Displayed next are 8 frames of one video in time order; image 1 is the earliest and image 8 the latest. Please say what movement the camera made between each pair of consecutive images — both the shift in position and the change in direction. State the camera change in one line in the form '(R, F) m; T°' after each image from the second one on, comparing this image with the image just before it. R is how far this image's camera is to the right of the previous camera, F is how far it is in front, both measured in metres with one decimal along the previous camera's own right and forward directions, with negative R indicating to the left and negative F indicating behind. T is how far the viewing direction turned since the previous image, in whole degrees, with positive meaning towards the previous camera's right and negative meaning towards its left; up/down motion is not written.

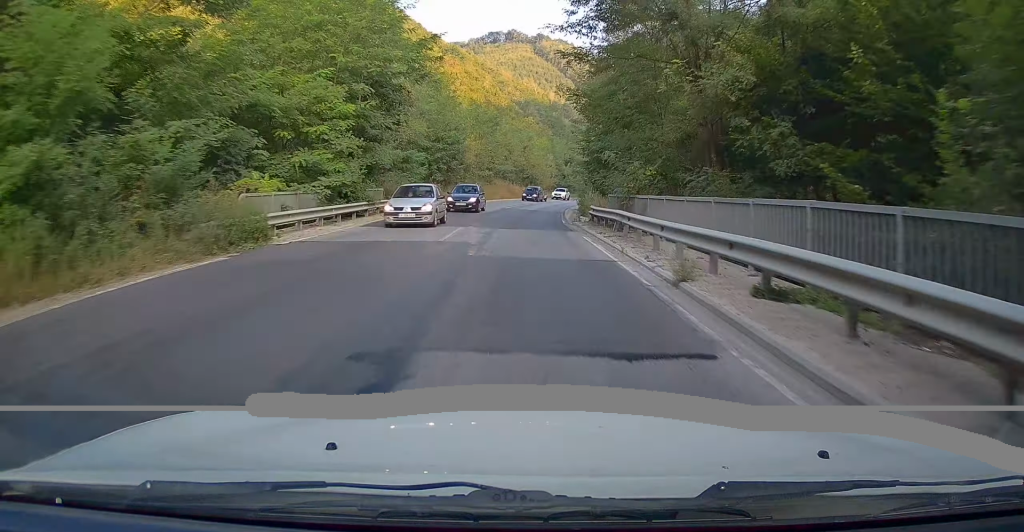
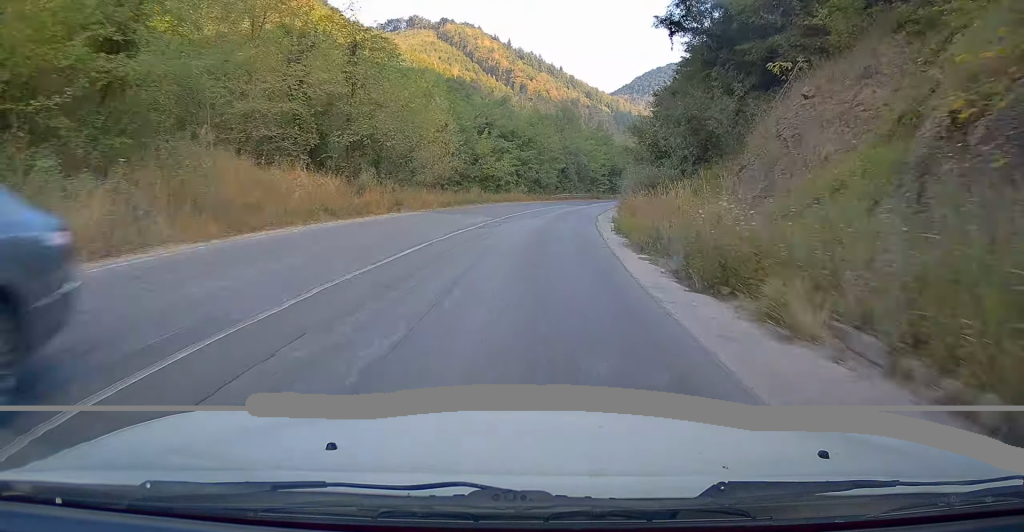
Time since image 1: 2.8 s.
(+1.3, +62.5) m; +5°
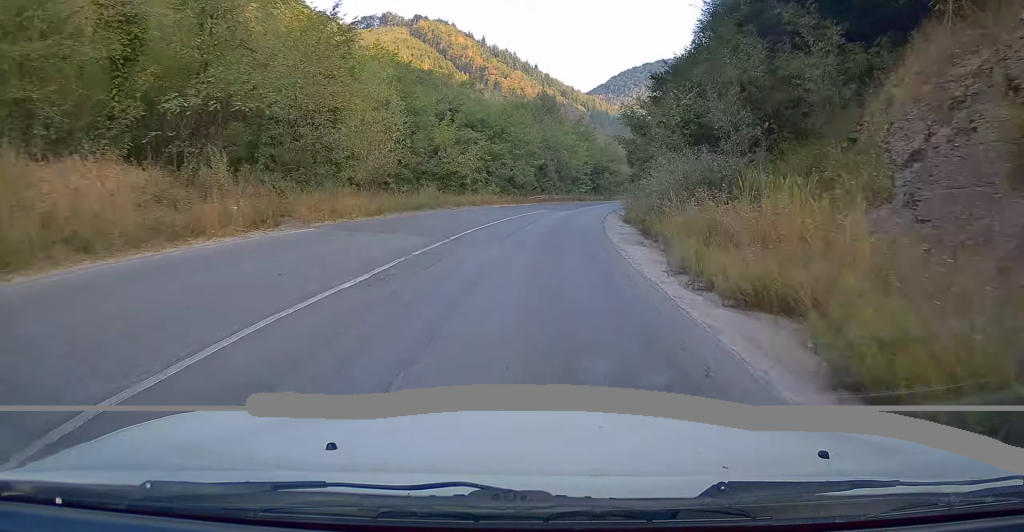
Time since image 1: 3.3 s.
(+0.5, +11.6) m; +2°
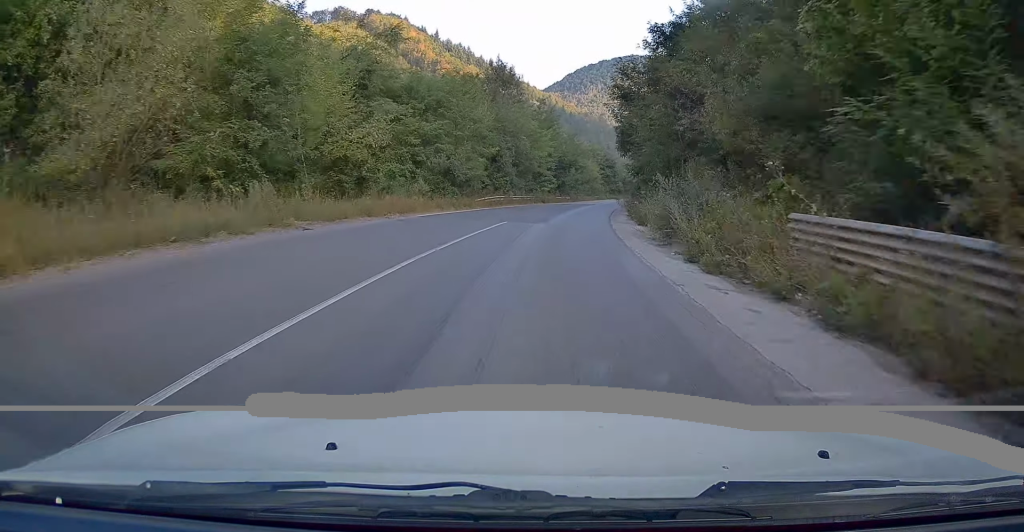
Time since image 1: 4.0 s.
(+0.5, +17.7) m; +4°
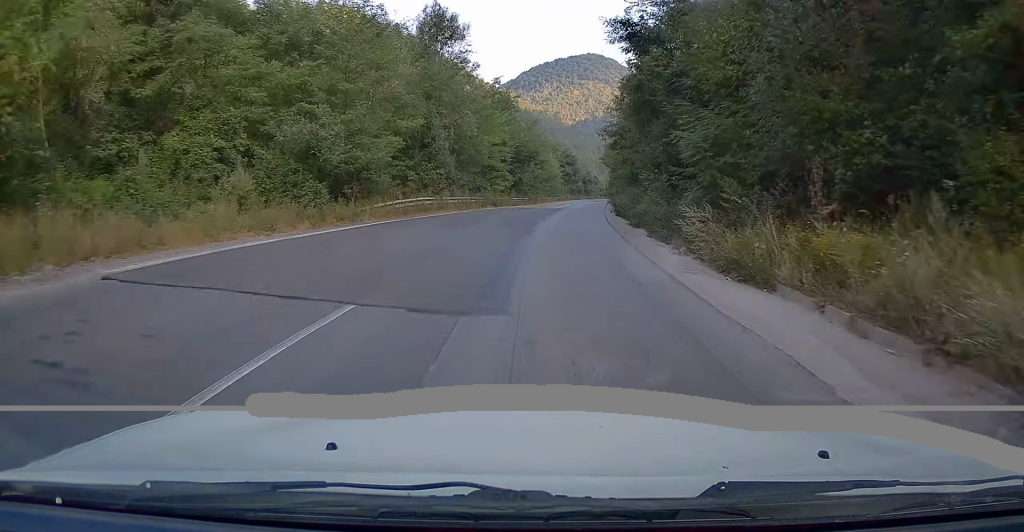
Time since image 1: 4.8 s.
(+0.2, +17.6) m; +5°
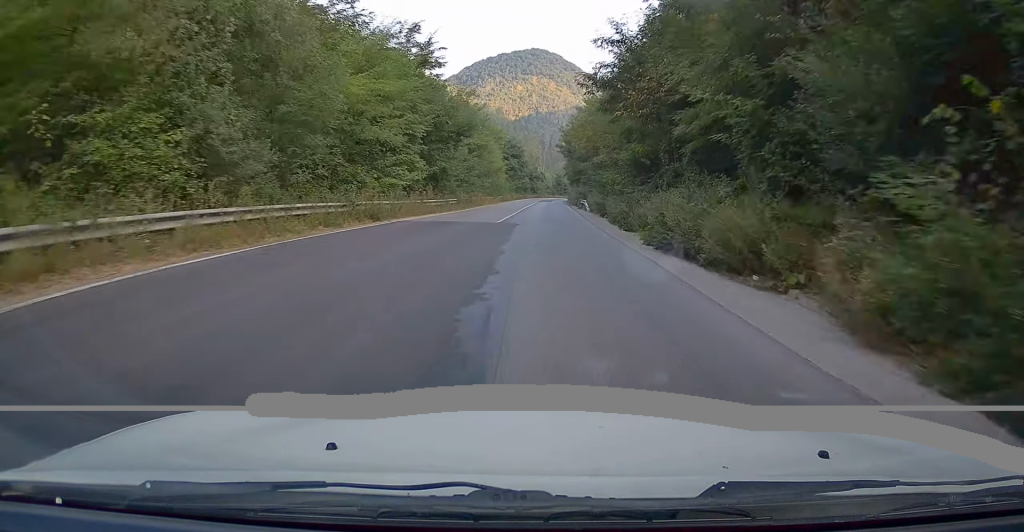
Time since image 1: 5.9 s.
(+1.9, +24.6) m; +6°
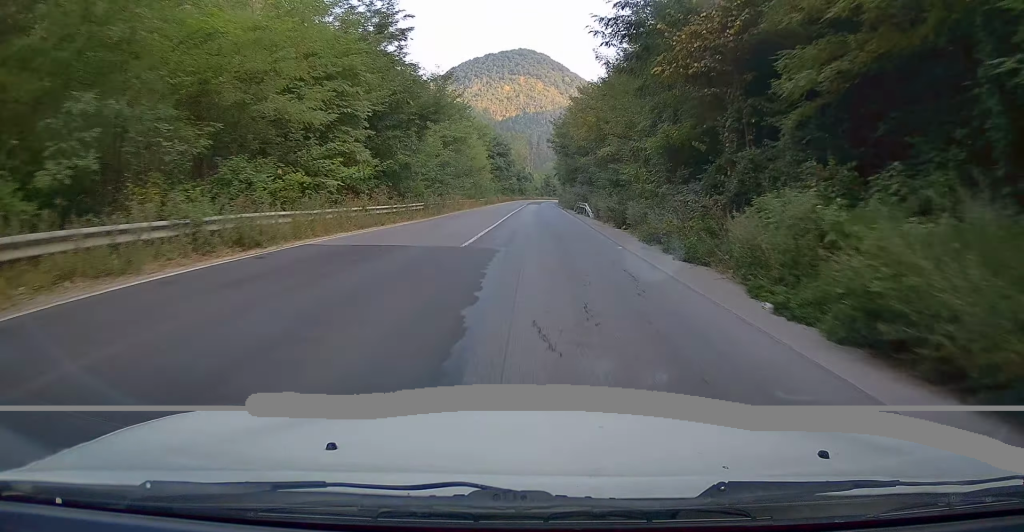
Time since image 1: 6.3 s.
(+0.2, +10.1) m; +2°
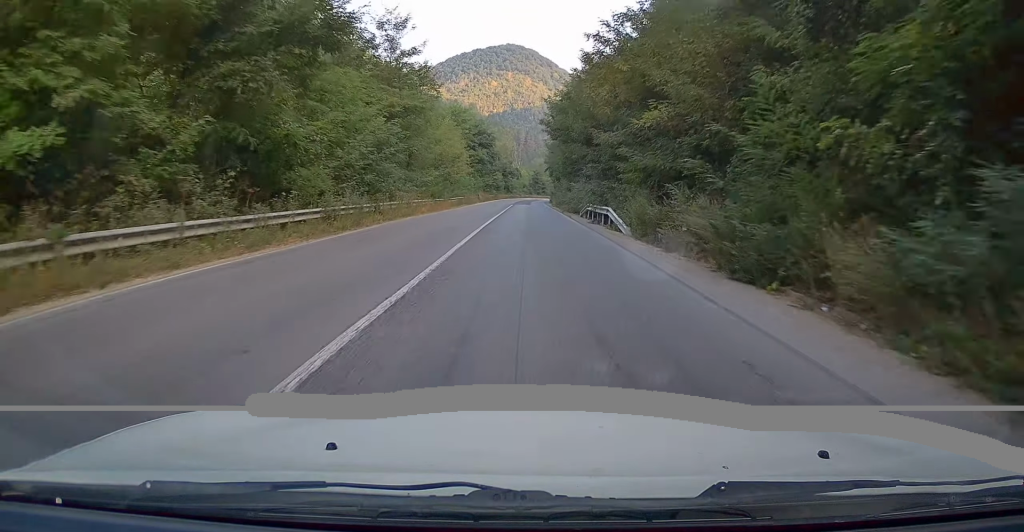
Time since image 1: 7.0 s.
(+0.3, +16.3) m; +2°
